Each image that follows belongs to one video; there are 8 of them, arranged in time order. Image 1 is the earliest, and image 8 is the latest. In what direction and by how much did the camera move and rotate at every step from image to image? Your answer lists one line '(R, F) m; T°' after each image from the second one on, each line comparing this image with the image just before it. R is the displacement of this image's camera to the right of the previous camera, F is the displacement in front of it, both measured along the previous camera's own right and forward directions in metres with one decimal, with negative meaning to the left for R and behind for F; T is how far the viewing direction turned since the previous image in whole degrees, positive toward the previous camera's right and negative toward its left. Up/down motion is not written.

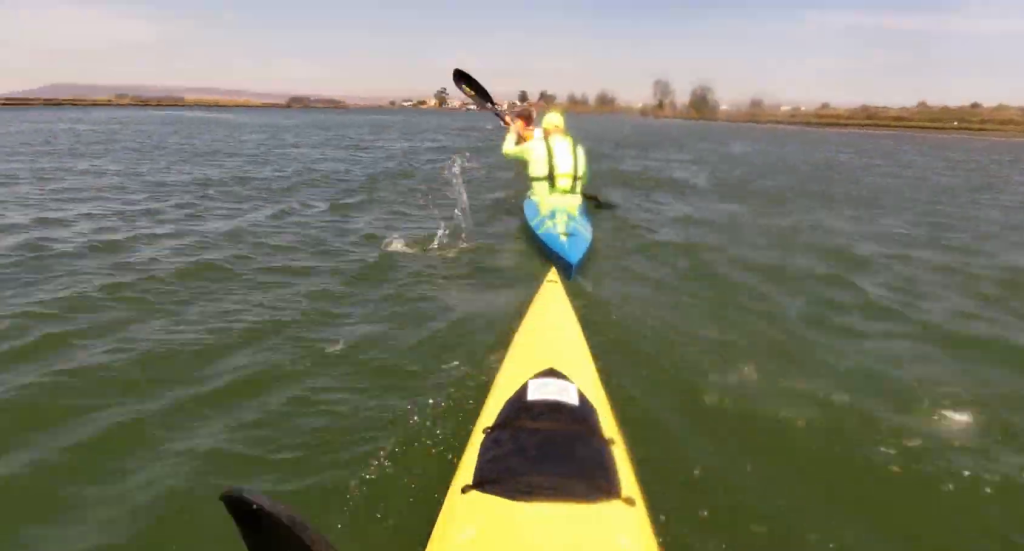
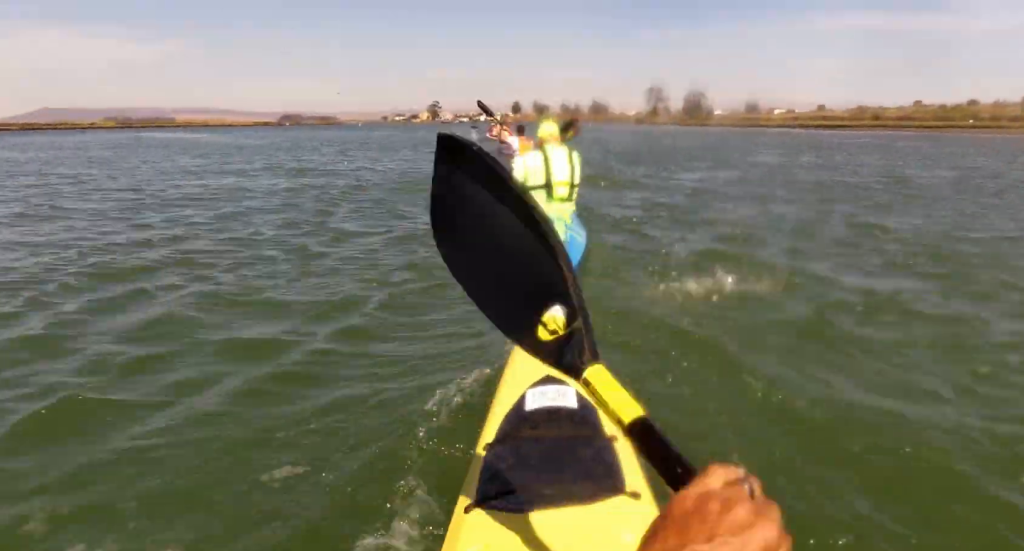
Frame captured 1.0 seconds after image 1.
(0.0, +3.4) m; 0°
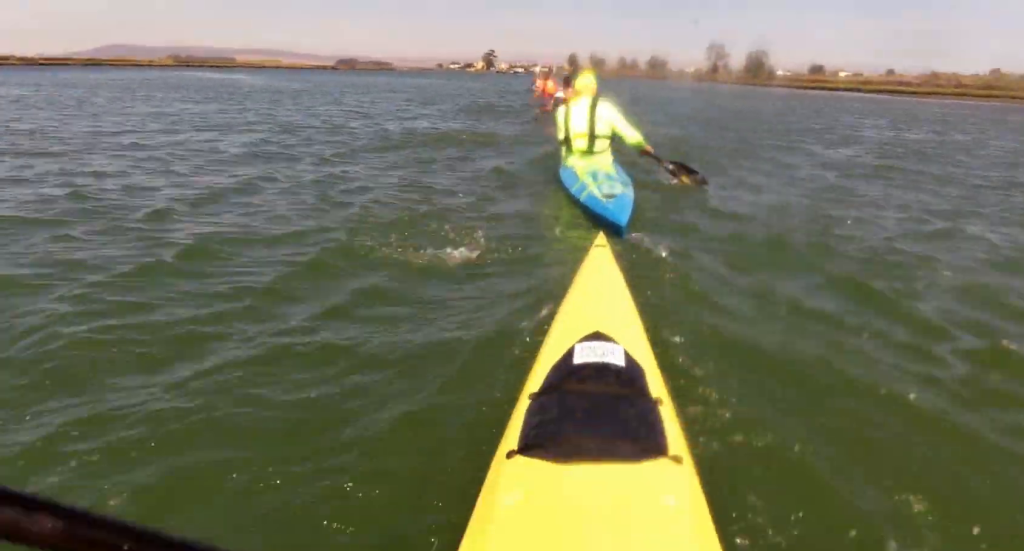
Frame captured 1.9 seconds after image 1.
(0.0, +3.0) m; 0°
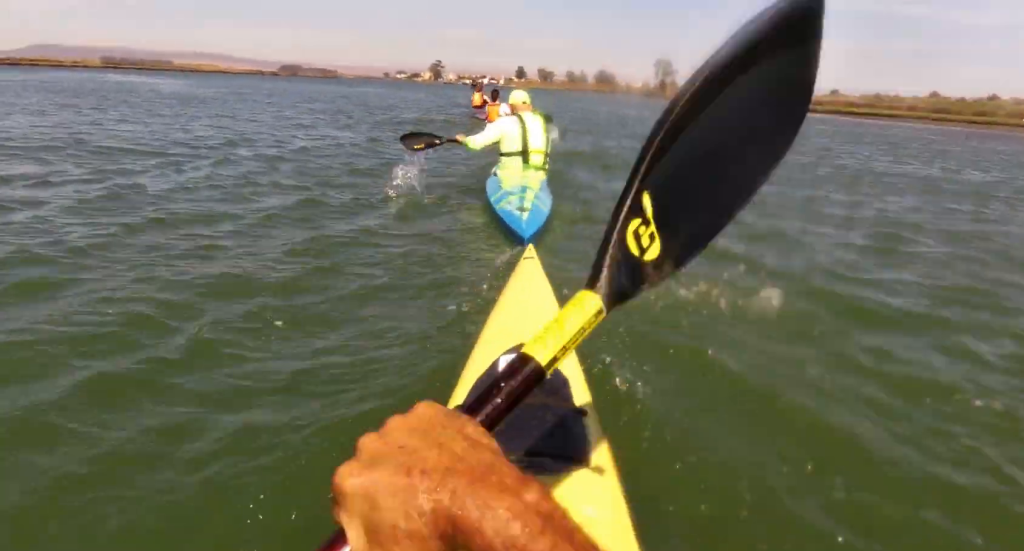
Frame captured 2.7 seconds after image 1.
(0.0, +3.0) m; -2°
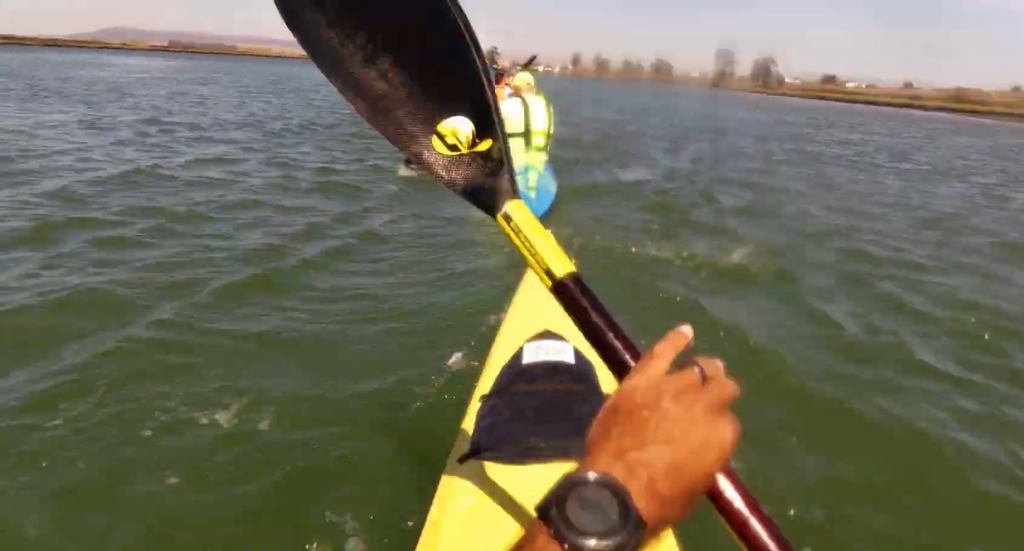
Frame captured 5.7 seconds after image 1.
(-0.8, +9.8) m; -10°
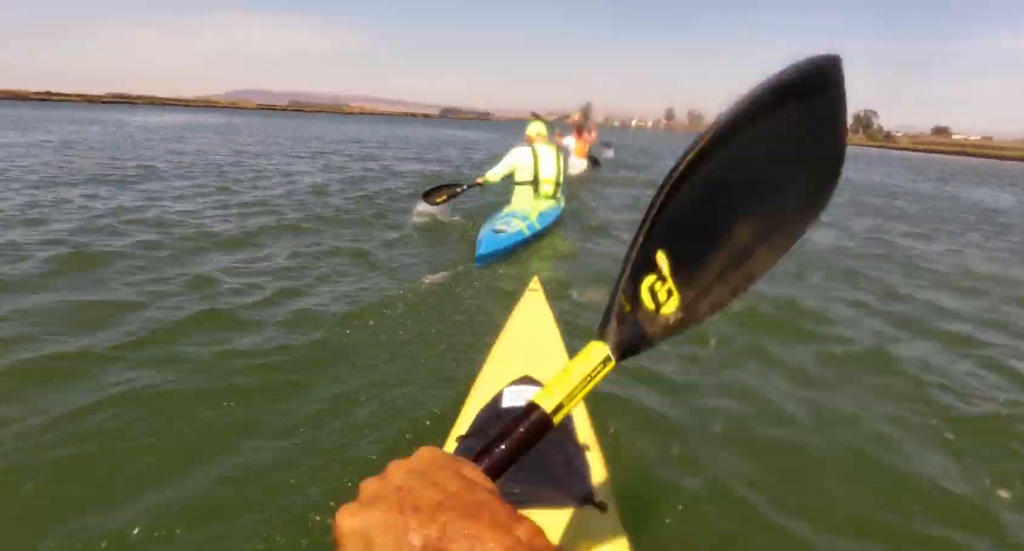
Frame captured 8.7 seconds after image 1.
(-0.8, +10.2) m; -7°
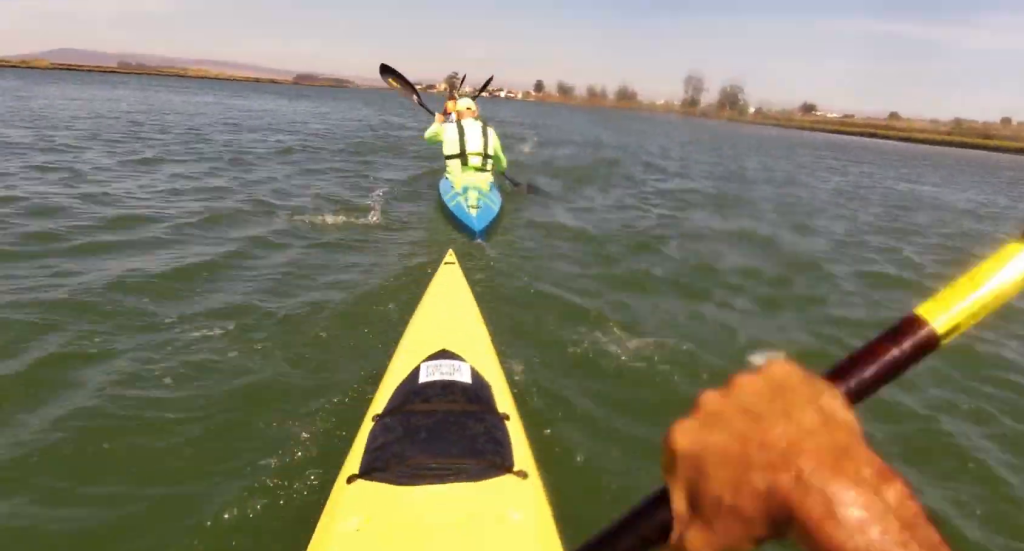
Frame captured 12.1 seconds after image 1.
(+1.4, +11.3) m; +18°
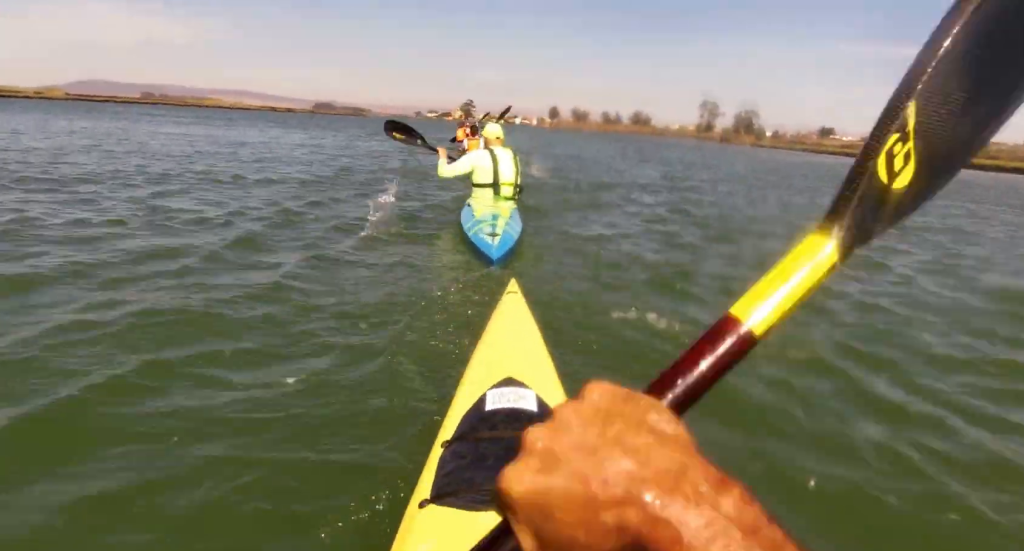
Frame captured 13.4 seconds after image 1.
(0.0, +4.5) m; -1°
